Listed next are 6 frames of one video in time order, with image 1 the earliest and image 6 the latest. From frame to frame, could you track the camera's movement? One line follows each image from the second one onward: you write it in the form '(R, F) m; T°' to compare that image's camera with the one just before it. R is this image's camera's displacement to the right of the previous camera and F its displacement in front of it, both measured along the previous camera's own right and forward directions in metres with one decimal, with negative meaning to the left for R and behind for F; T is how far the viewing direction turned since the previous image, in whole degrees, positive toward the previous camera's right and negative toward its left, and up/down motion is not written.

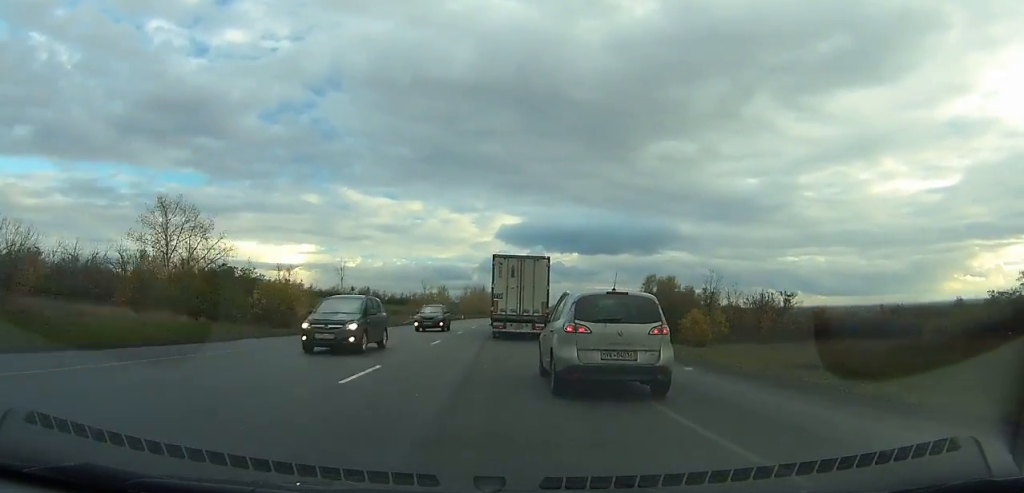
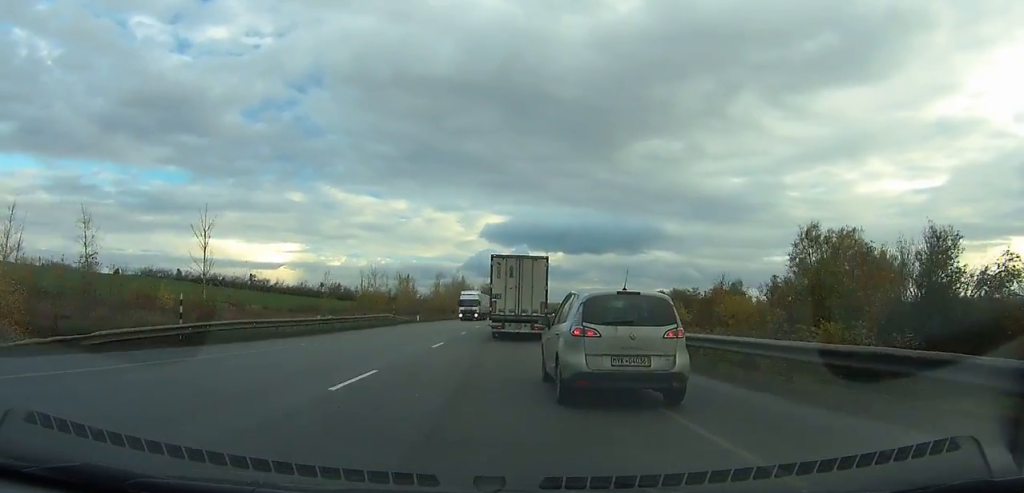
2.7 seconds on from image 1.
(+0.7, +47.7) m; +2°
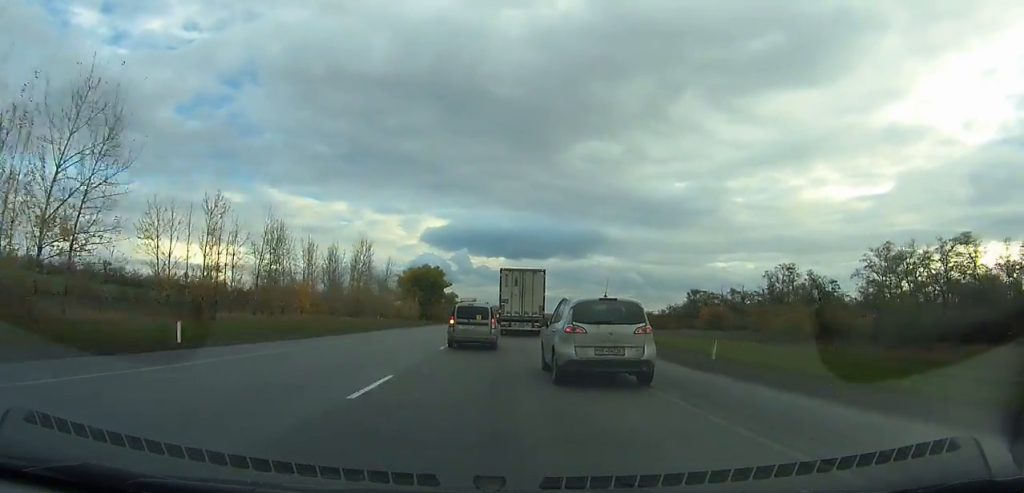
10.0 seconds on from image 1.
(+6.3, +131.9) m; +5°
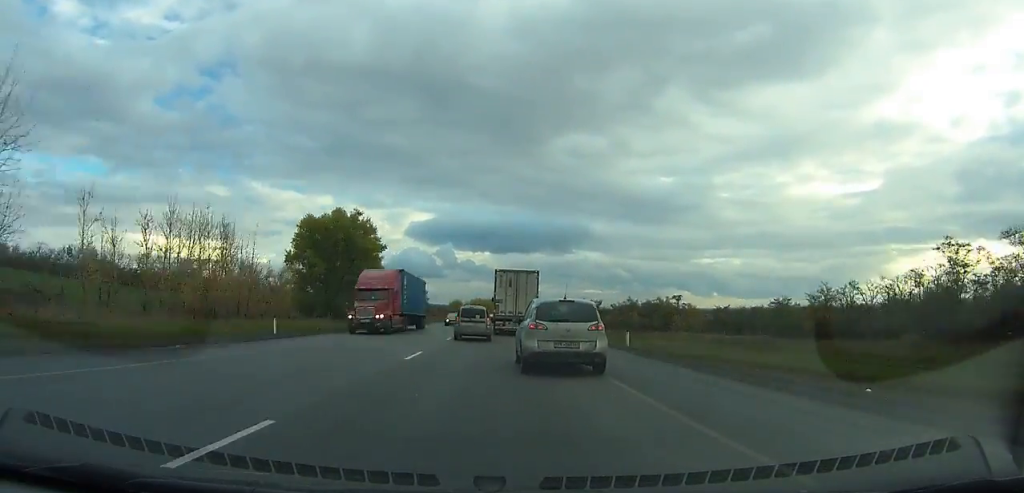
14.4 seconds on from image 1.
(+3.1, +85.1) m; +2°
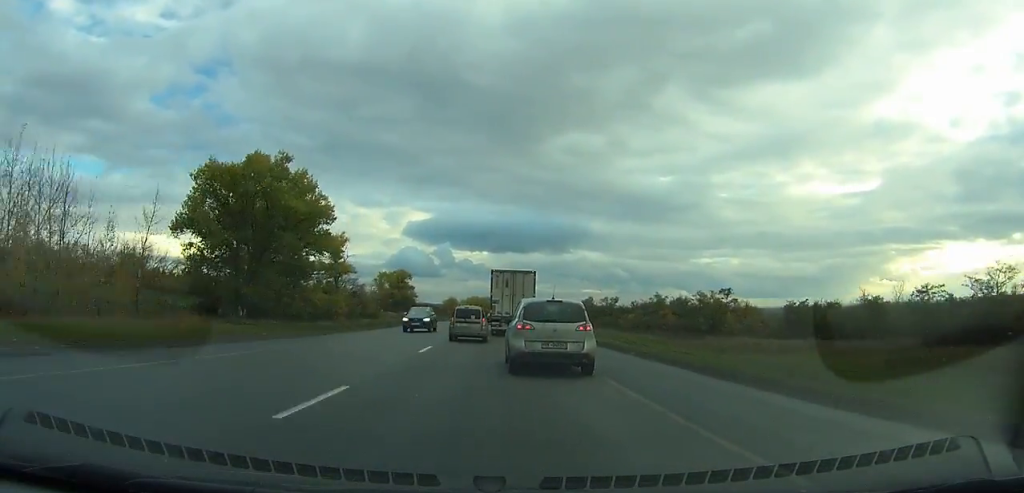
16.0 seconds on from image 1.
(+0.7, +31.7) m; 0°
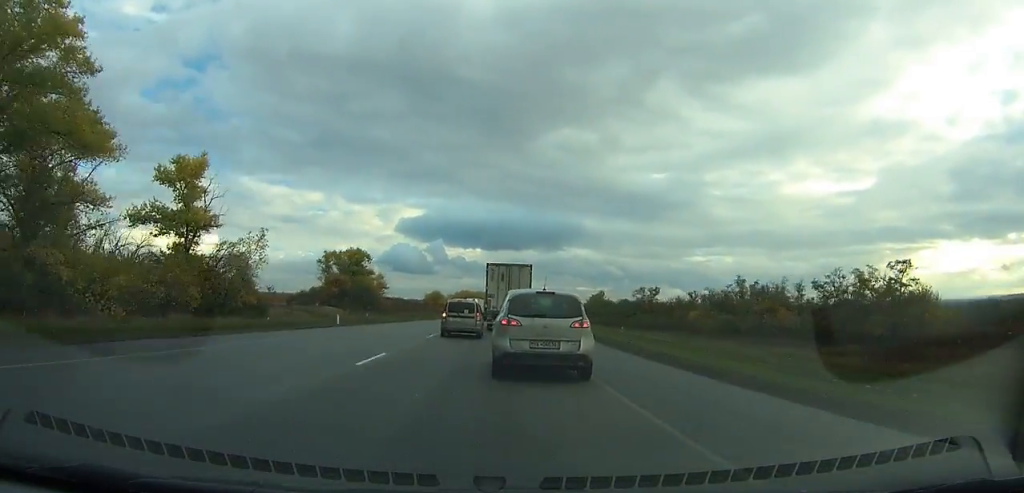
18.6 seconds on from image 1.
(-2.5, +52.2) m; -1°
